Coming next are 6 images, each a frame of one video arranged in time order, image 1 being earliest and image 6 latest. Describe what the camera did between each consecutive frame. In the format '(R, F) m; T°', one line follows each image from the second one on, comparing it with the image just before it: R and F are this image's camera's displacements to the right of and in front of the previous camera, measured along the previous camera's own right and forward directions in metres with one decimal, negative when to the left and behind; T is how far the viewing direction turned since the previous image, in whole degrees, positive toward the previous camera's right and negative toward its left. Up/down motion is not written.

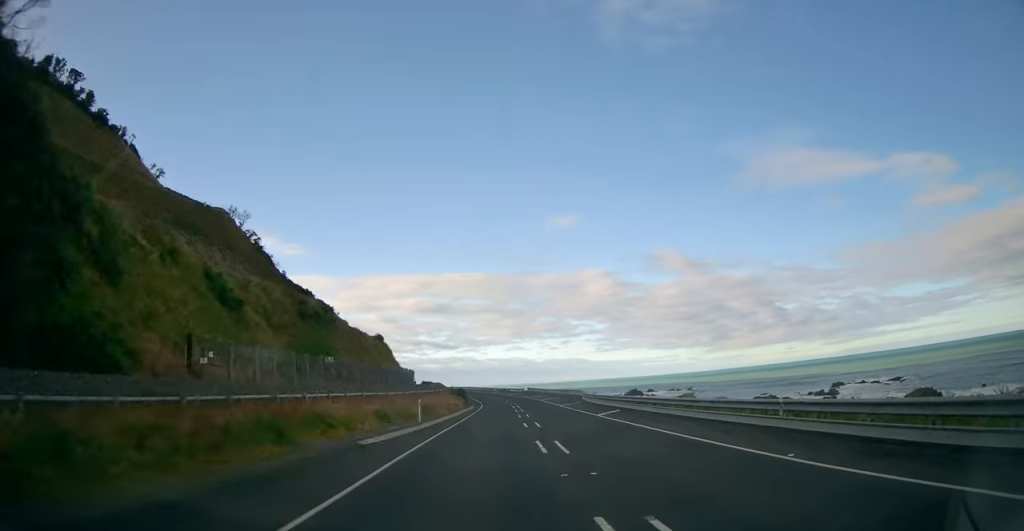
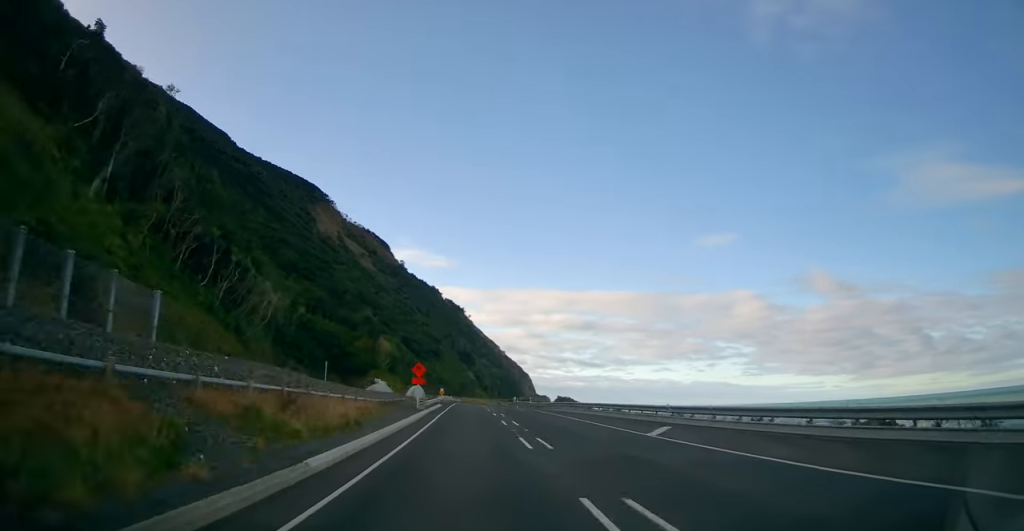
(-7.9, +143.9) m; -11°
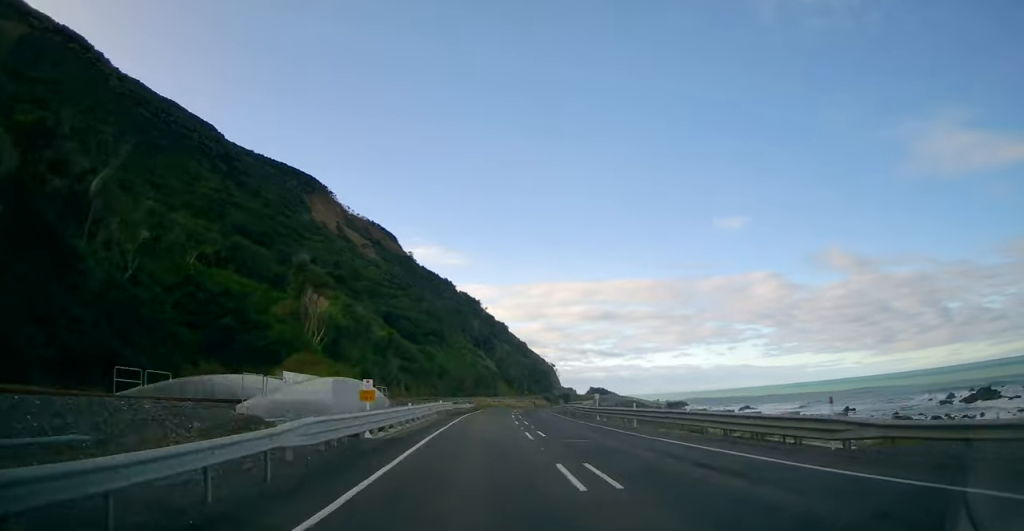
(-1.9, +54.5) m; -1°
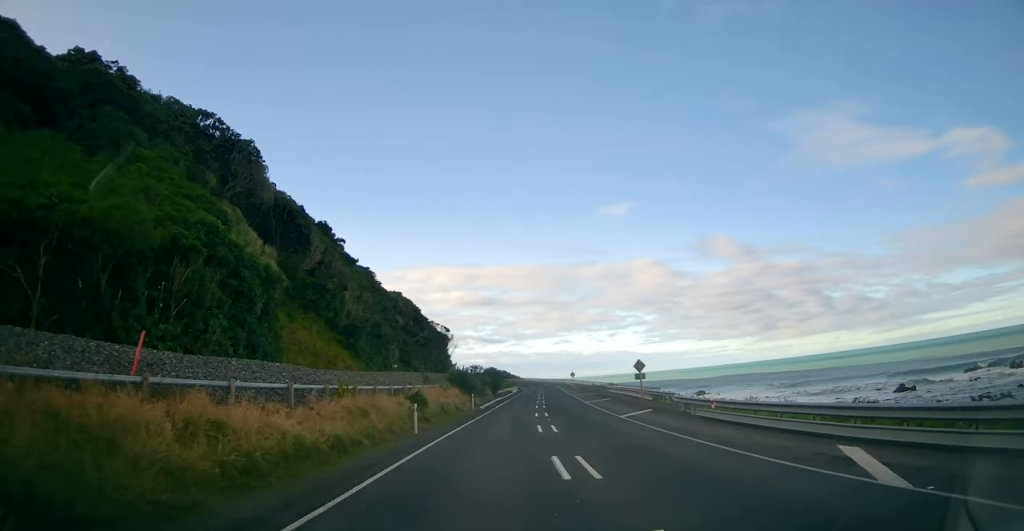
(+6.5, +101.2) m; +9°
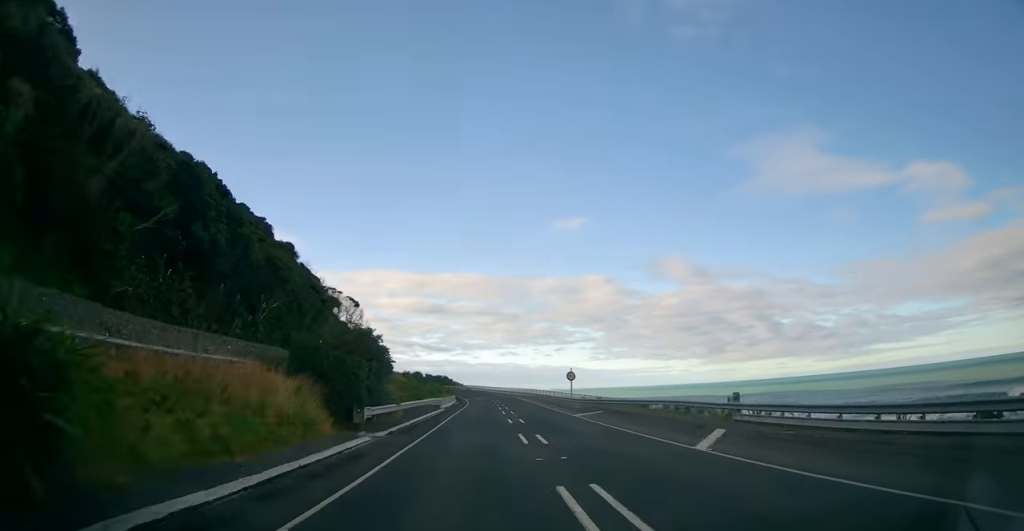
(+2.9, +53.6) m; +4°
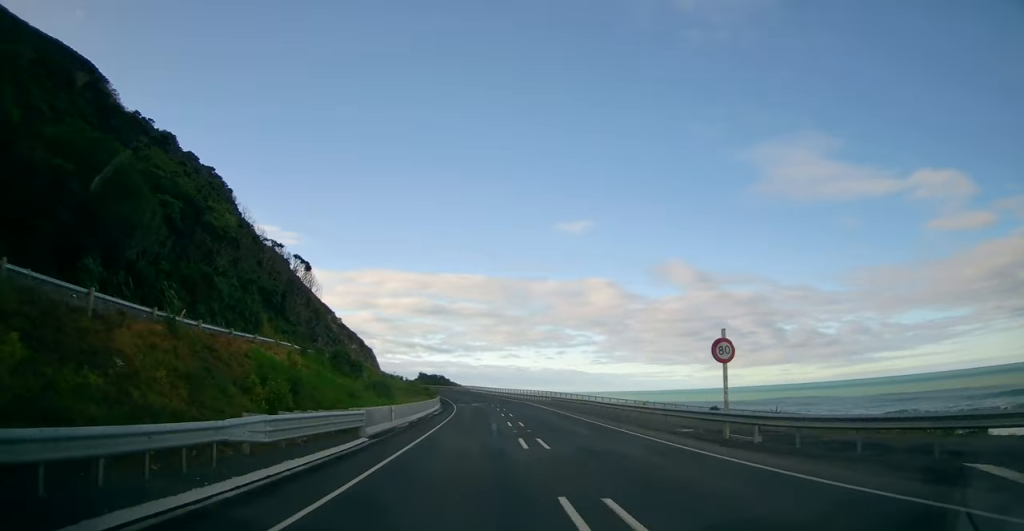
(+0.5, +29.8) m; +1°
